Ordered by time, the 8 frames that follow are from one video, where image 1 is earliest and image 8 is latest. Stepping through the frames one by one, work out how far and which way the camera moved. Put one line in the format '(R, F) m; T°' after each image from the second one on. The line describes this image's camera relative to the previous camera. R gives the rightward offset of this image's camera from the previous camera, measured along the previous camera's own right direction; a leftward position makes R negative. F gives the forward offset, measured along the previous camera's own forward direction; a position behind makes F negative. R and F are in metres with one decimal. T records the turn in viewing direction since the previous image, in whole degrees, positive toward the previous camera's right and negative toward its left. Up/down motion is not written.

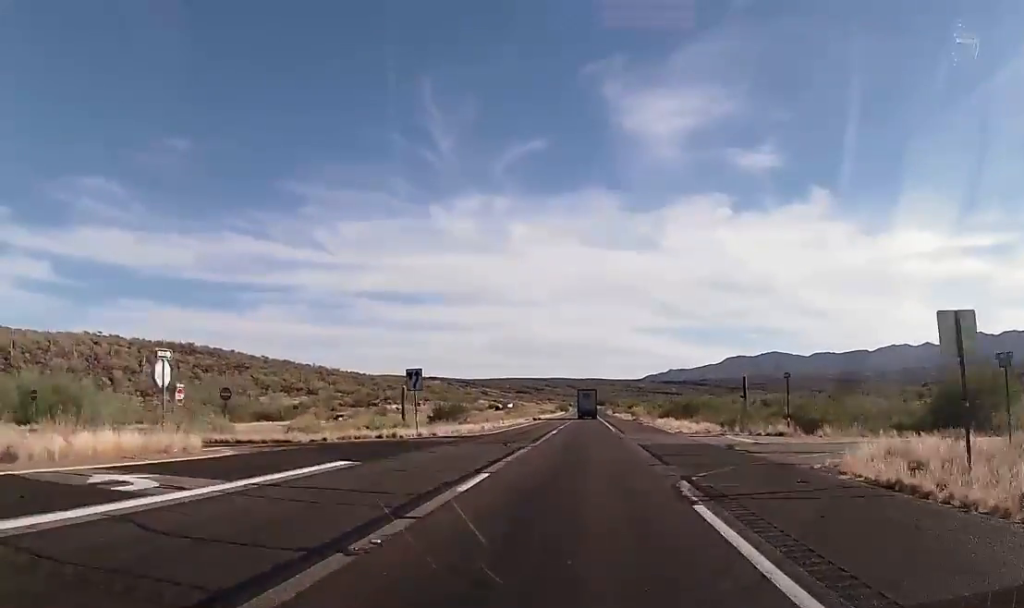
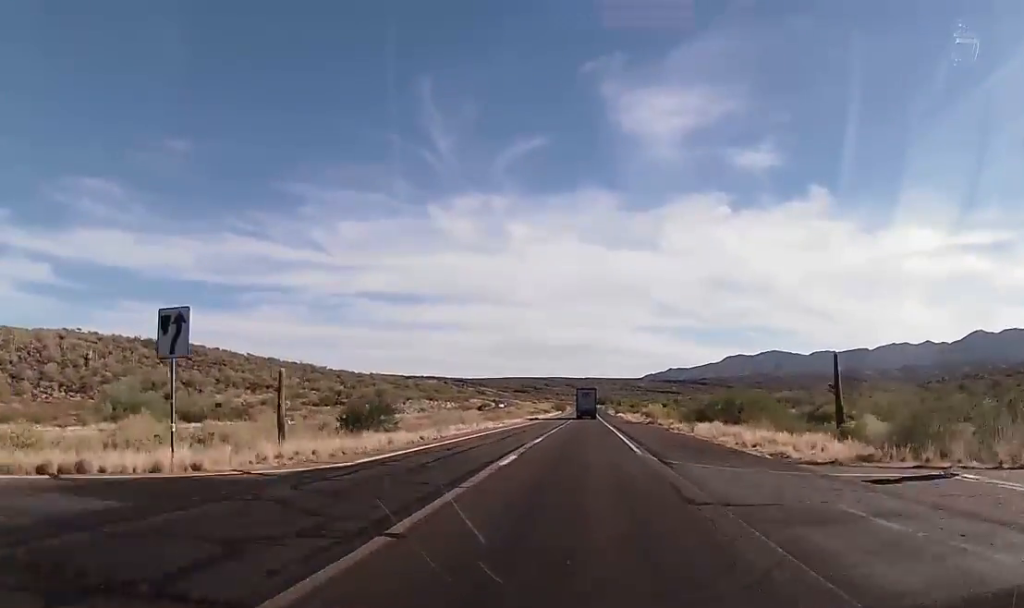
(-0.1, +26.4) m; 0°
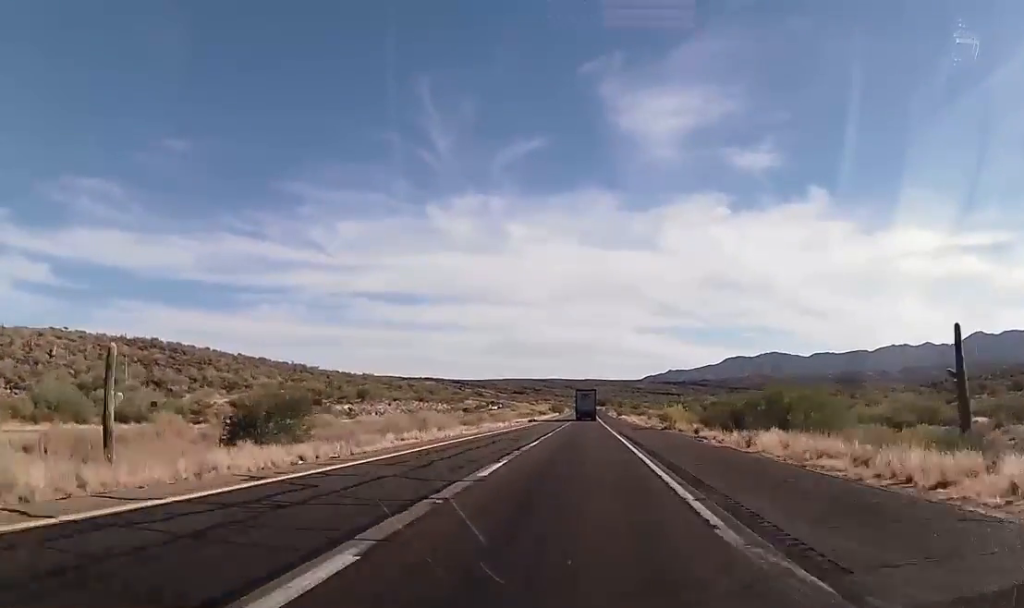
(+0.3, +15.3) m; 0°
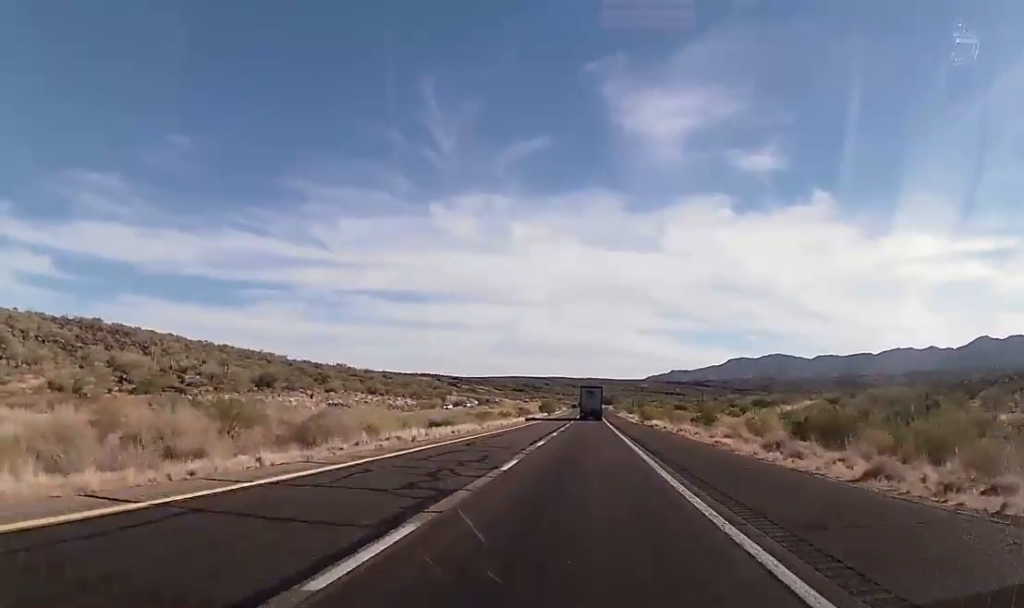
(-0.7, +60.5) m; -1°
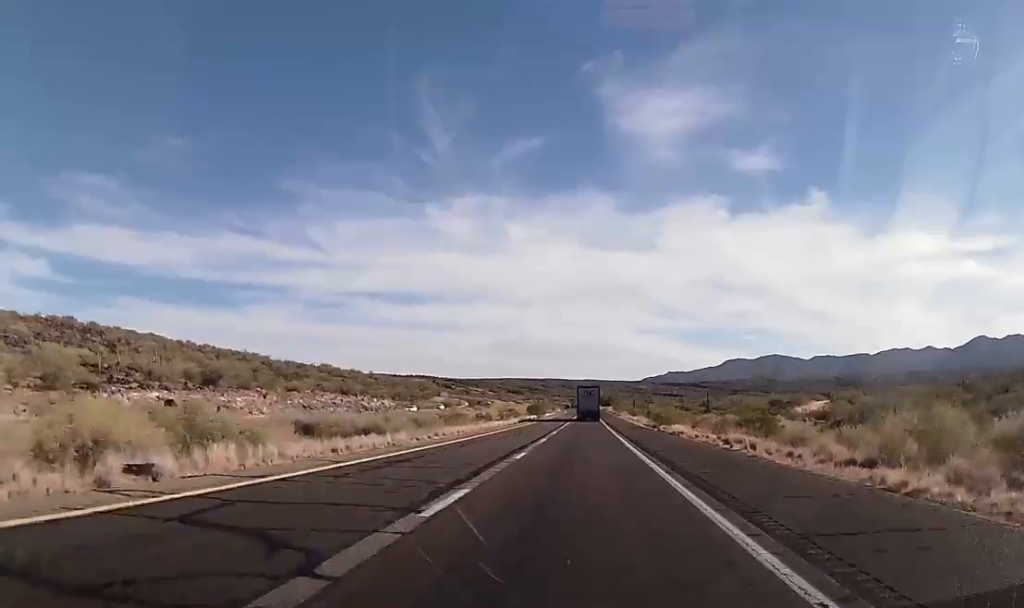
(0.0, +20.4) m; 0°
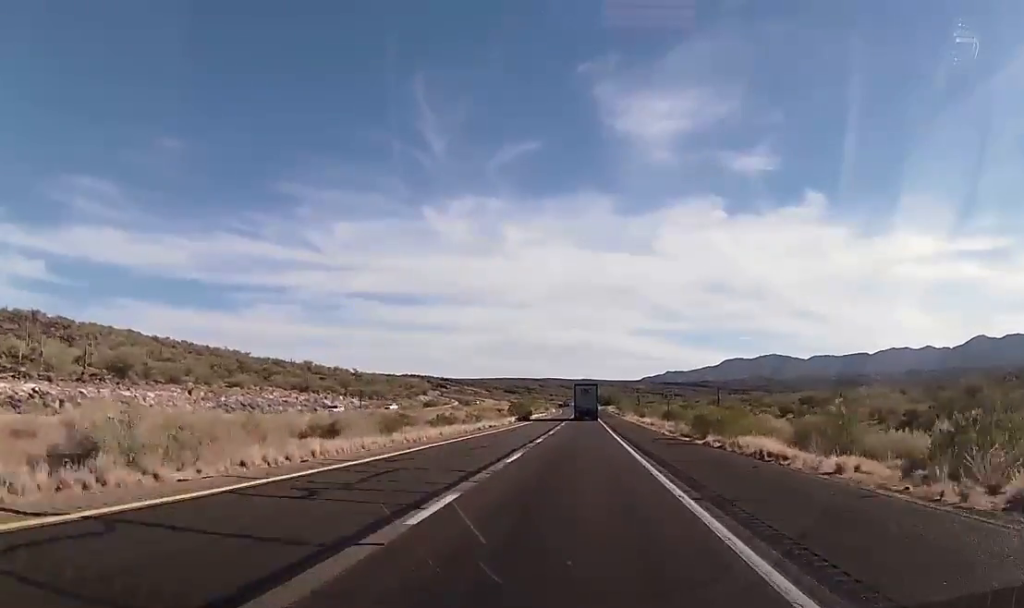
(+0.3, +23.5) m; 0°
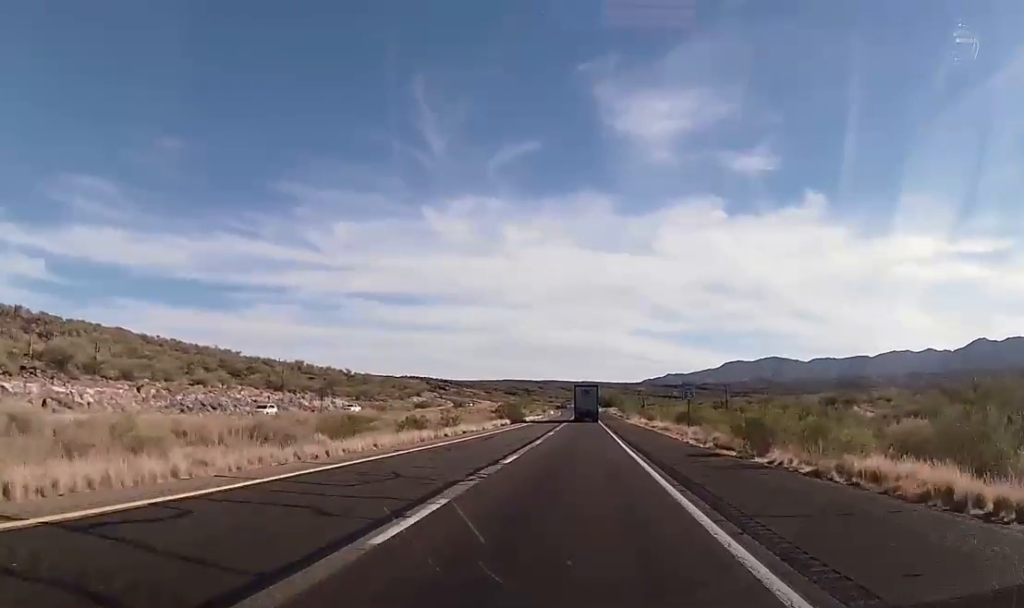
(-0.2, +12.8) m; 0°
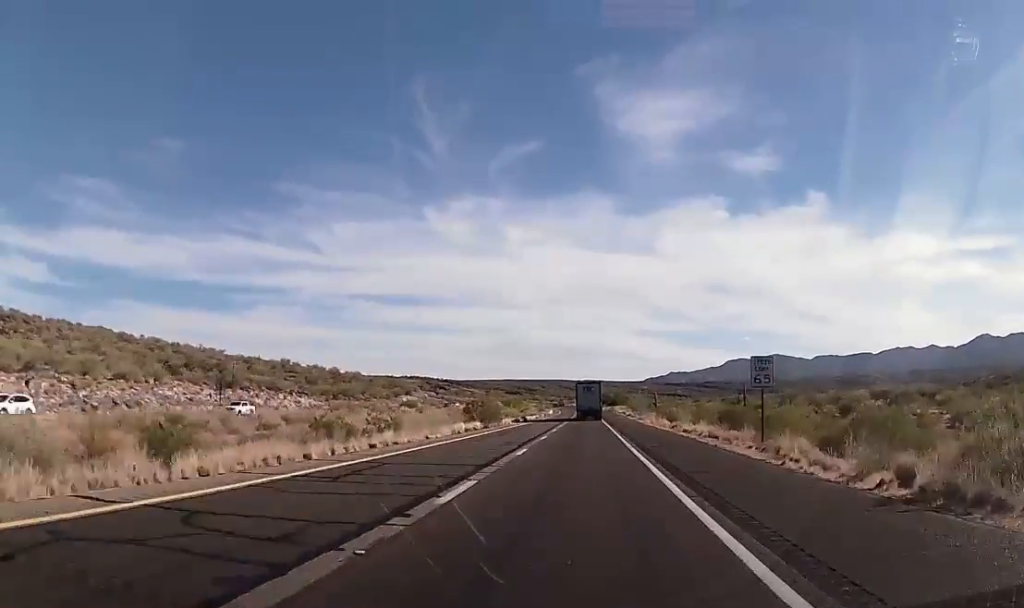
(-0.4, +21.3) m; 0°
